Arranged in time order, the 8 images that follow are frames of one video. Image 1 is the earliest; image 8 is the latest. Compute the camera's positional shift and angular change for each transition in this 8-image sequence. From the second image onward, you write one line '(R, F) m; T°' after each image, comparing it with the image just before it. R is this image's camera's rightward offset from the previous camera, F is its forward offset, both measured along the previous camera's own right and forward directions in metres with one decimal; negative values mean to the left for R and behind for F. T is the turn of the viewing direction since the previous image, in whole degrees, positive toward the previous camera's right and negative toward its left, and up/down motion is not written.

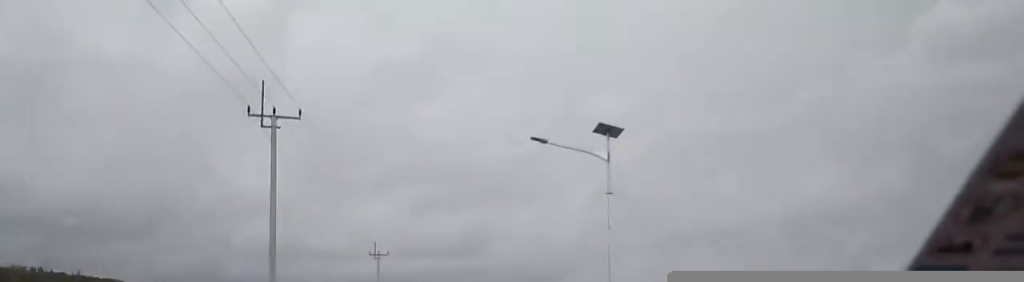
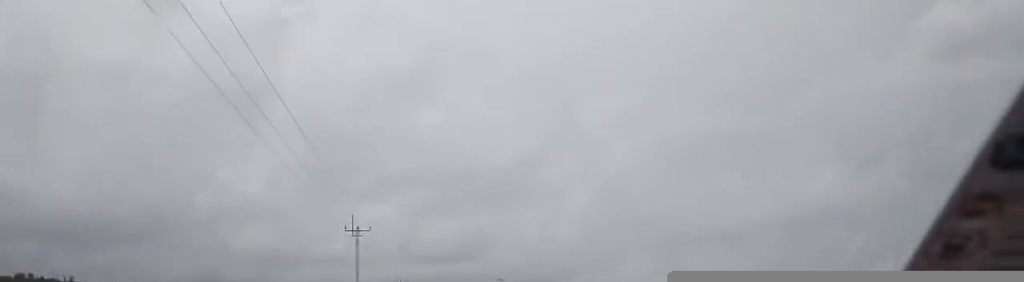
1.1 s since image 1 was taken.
(0.0, +21.8) m; -1°
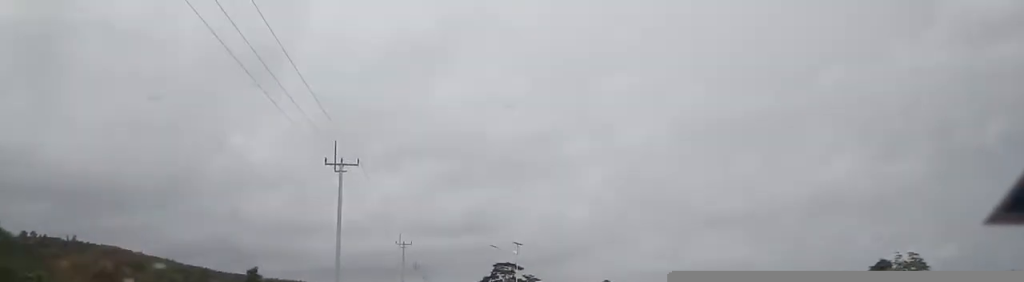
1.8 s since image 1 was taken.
(-0.2, +14.0) m; -1°
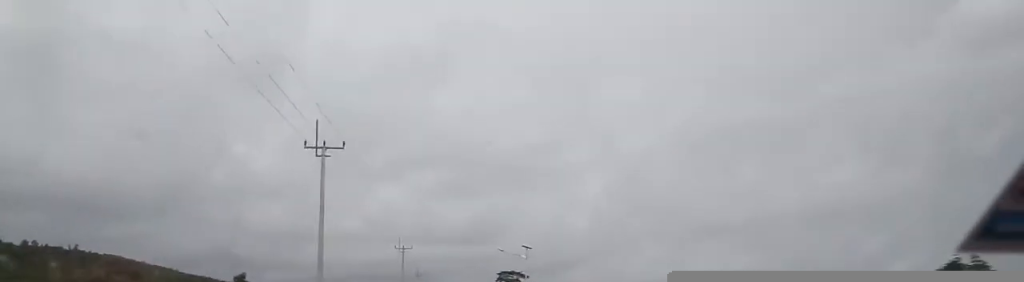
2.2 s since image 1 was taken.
(0.0, +7.4) m; 0°
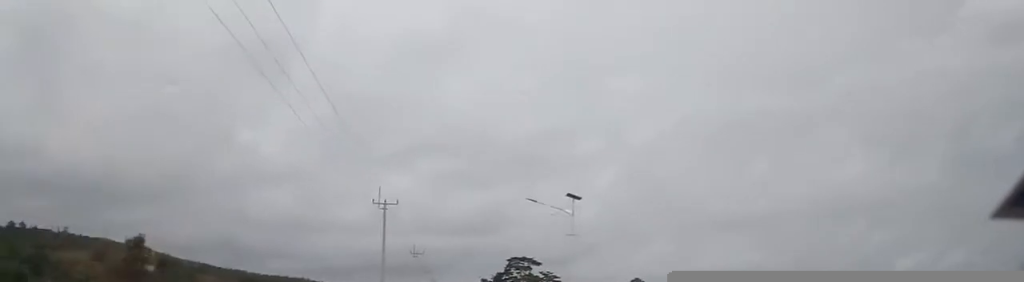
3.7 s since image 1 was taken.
(0.0, +27.6) m; -1°
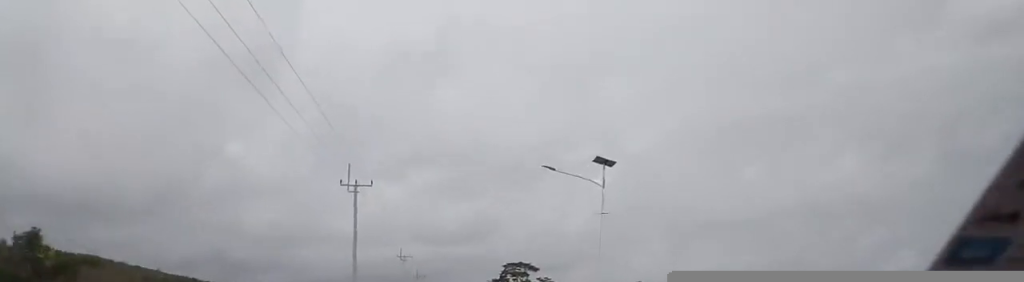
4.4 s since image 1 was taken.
(-0.2, +13.1) m; -1°
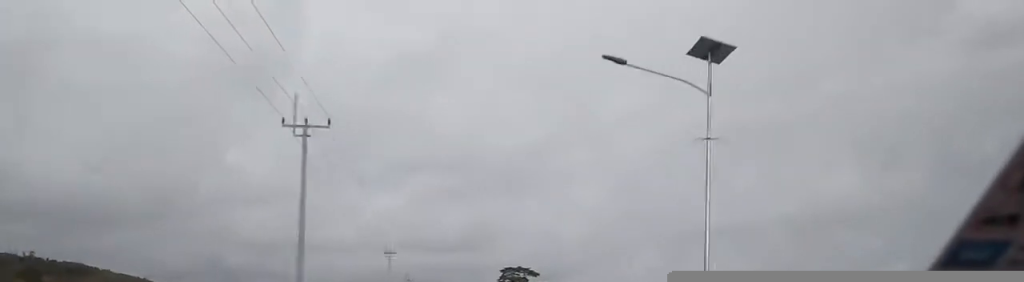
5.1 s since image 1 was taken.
(-0.2, +15.0) m; -1°
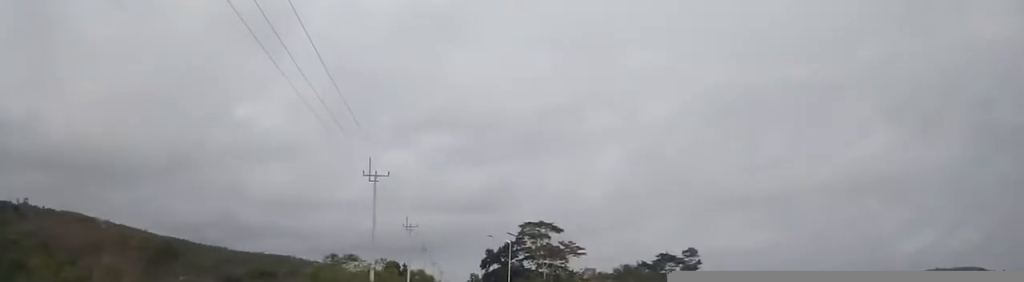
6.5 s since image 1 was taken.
(-0.4, +26.8) m; +2°
